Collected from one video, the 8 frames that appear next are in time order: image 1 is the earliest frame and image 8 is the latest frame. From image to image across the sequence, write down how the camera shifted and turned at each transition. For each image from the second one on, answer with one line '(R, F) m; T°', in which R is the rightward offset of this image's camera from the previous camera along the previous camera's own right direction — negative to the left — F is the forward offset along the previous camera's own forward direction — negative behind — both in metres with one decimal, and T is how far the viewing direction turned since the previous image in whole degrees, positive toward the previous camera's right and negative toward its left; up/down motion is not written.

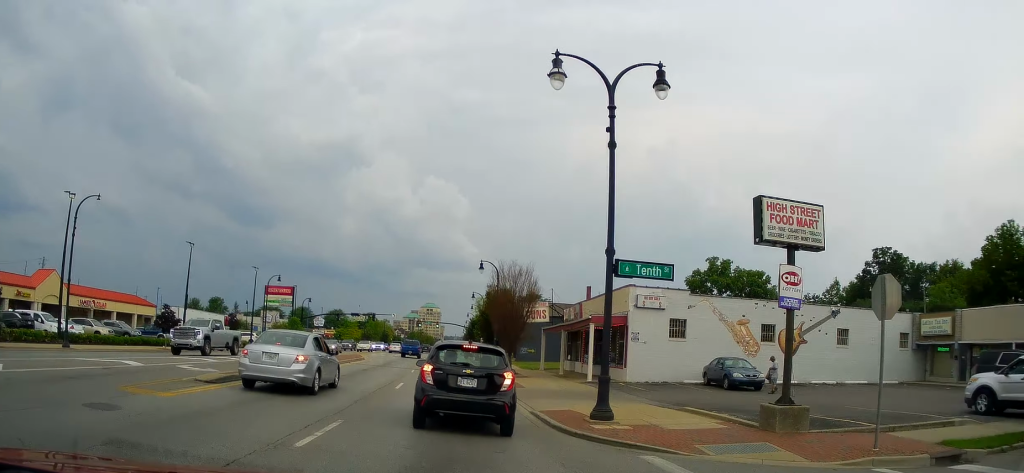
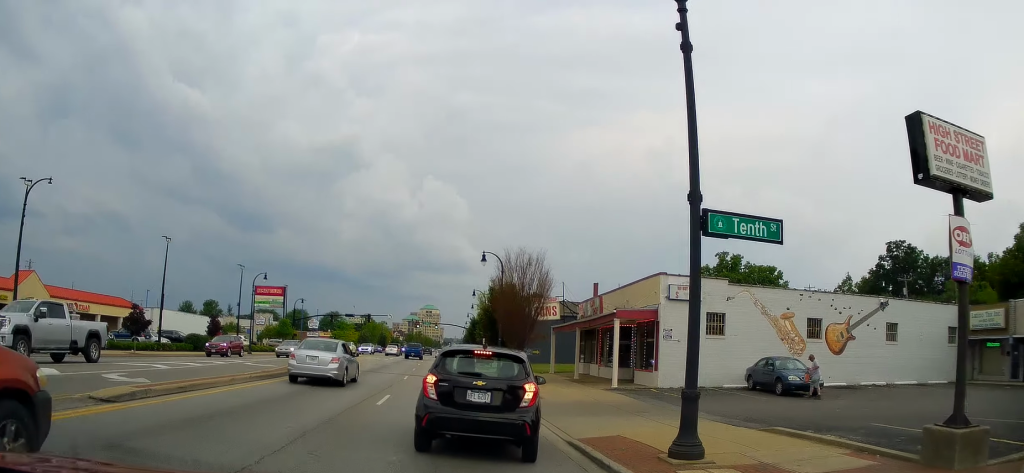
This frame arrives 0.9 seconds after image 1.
(+0.1, +5.9) m; 0°
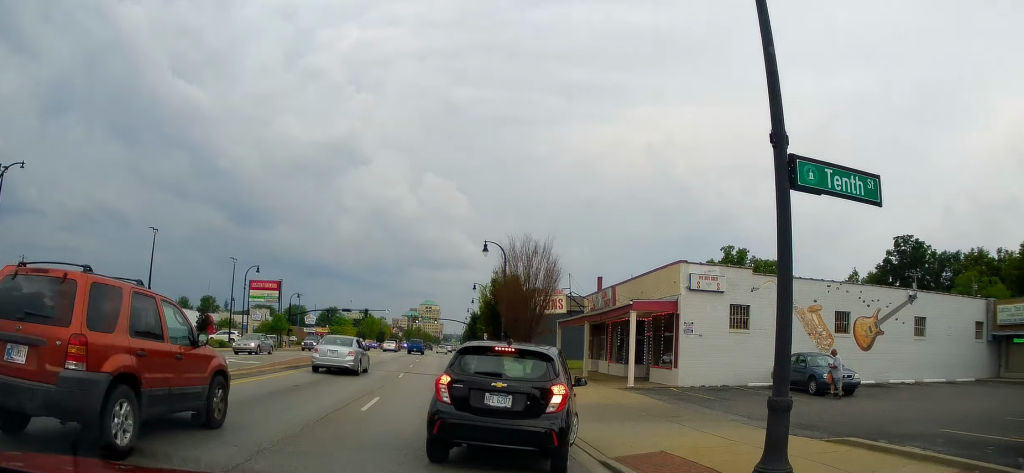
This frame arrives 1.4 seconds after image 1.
(+0.1, +3.3) m; 0°
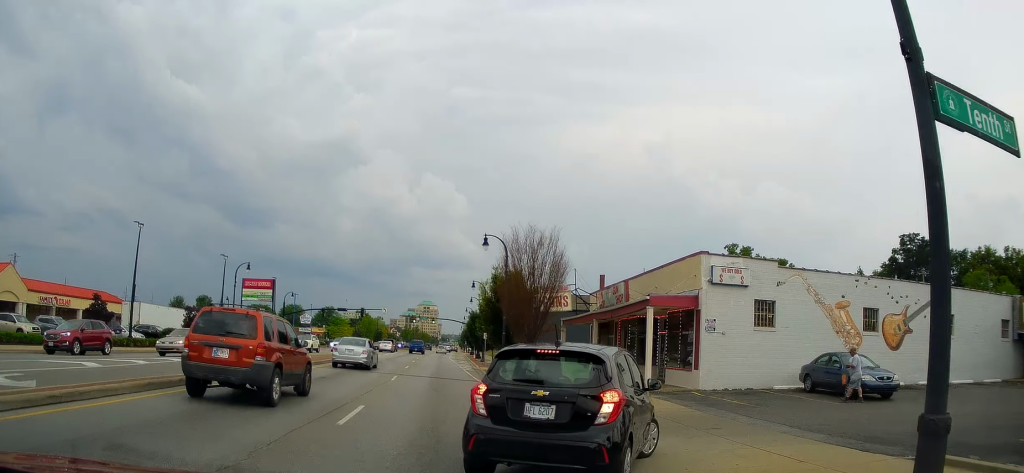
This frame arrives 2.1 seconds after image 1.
(-0.2, +3.0) m; 0°
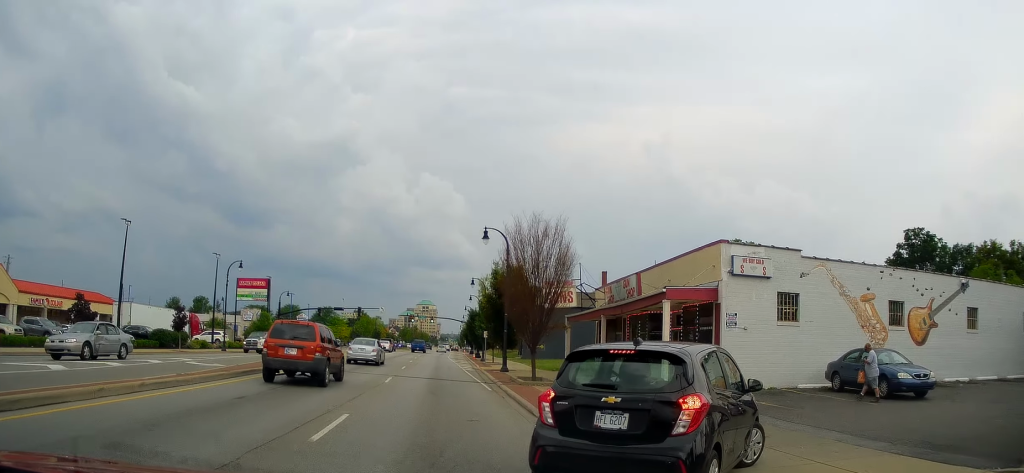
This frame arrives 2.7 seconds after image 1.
(0.0, +2.1) m; +2°
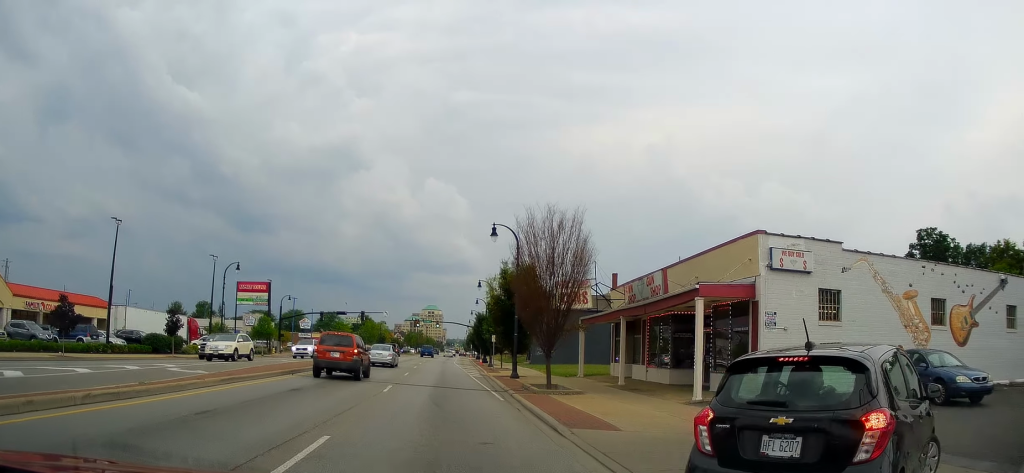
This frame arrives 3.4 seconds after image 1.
(+0.1, +2.1) m; +2°
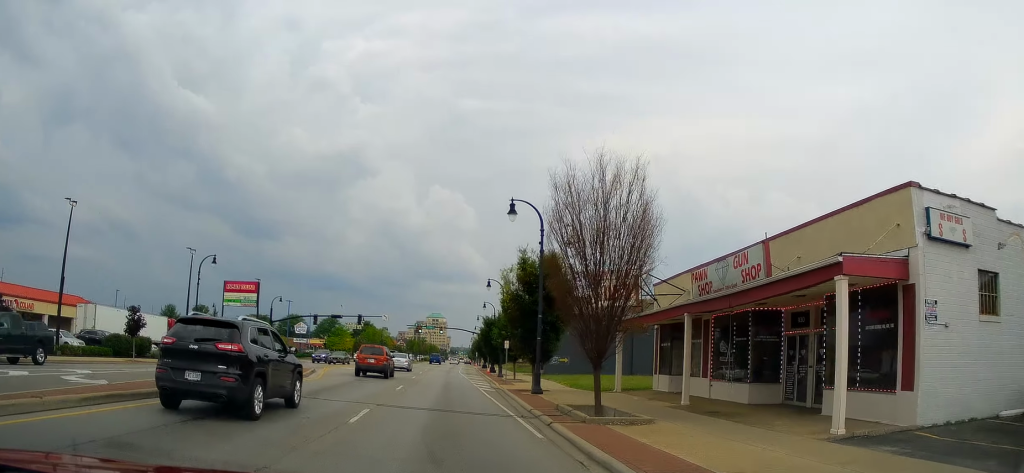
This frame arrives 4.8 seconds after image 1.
(-0.2, +4.6) m; -4°
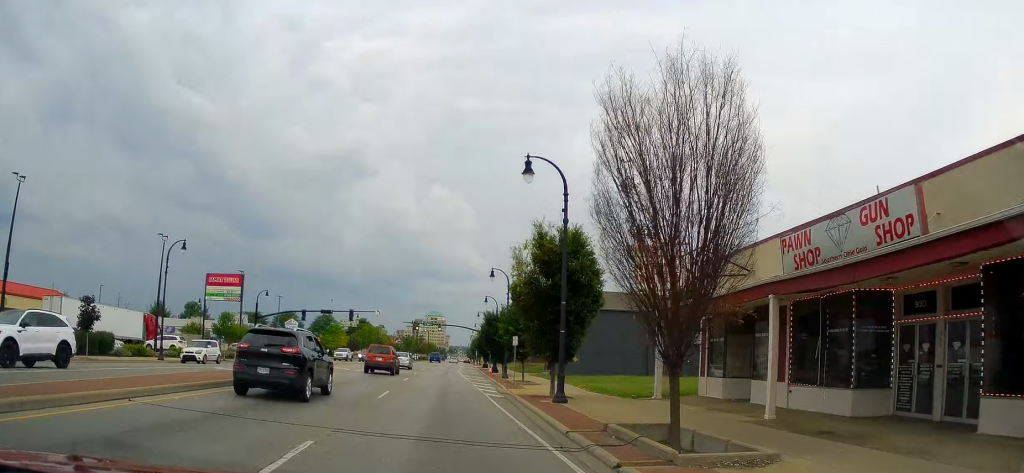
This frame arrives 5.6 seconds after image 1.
(-0.1, +3.2) m; 0°
